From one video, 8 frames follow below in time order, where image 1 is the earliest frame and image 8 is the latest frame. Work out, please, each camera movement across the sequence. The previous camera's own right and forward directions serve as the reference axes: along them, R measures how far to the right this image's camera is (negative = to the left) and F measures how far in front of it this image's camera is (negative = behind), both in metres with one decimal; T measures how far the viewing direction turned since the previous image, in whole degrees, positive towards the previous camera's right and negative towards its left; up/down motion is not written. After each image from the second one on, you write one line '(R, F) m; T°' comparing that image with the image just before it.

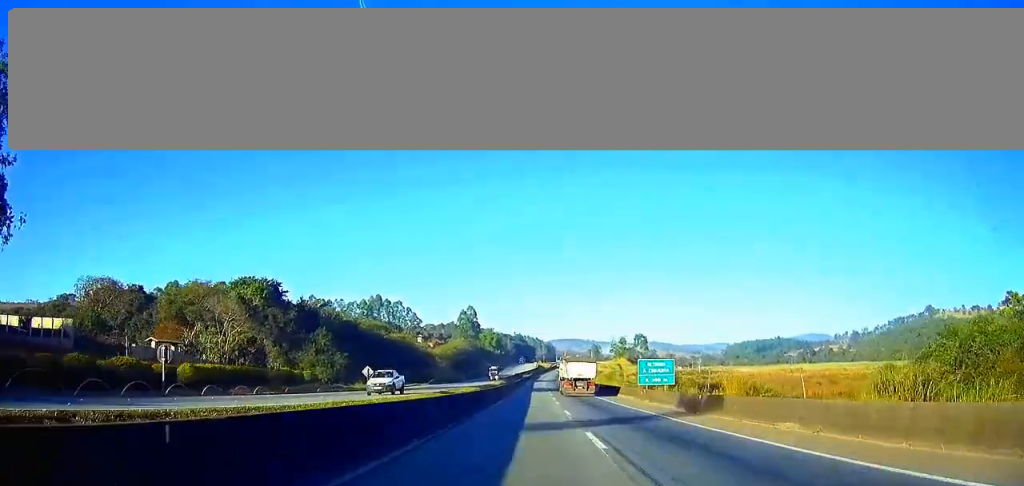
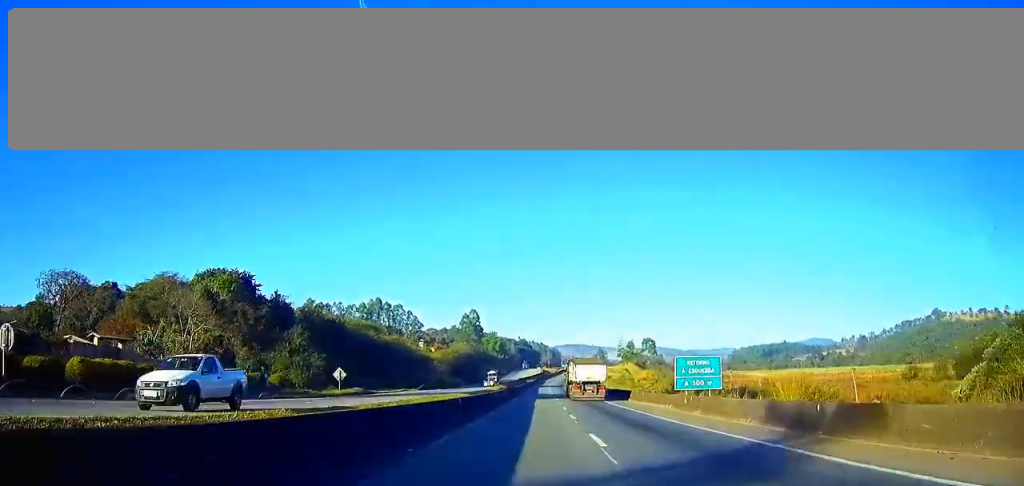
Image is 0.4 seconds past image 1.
(0.0, +13.2) m; 0°
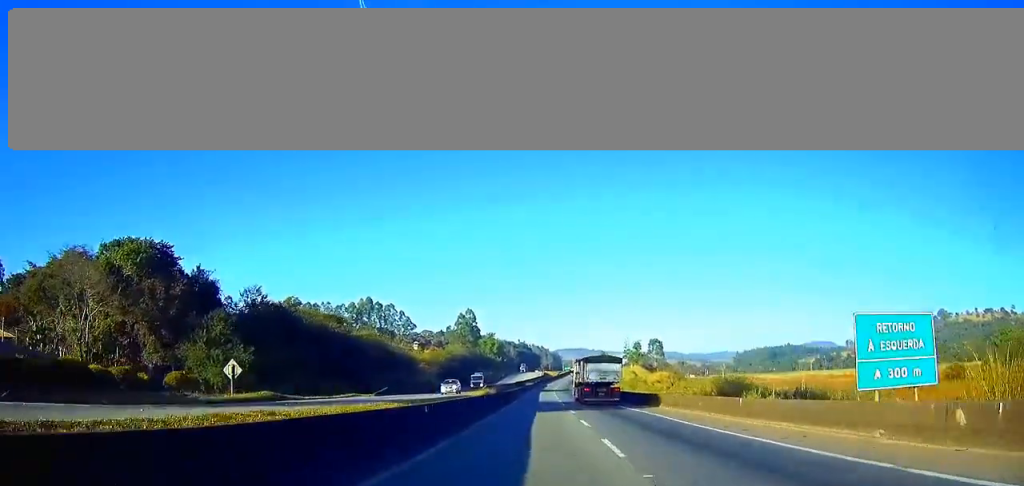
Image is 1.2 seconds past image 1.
(0.0, +24.5) m; 0°
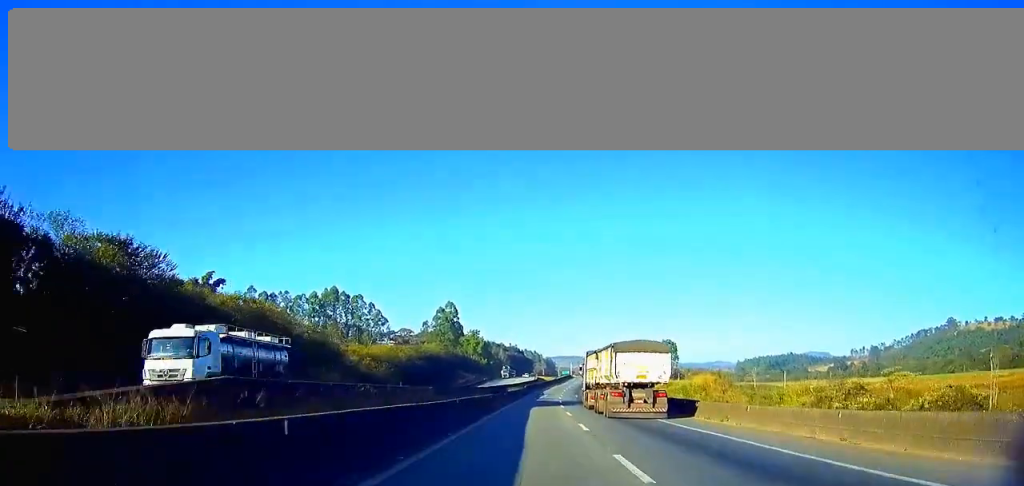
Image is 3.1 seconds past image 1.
(+0.2, +59.1) m; +1°
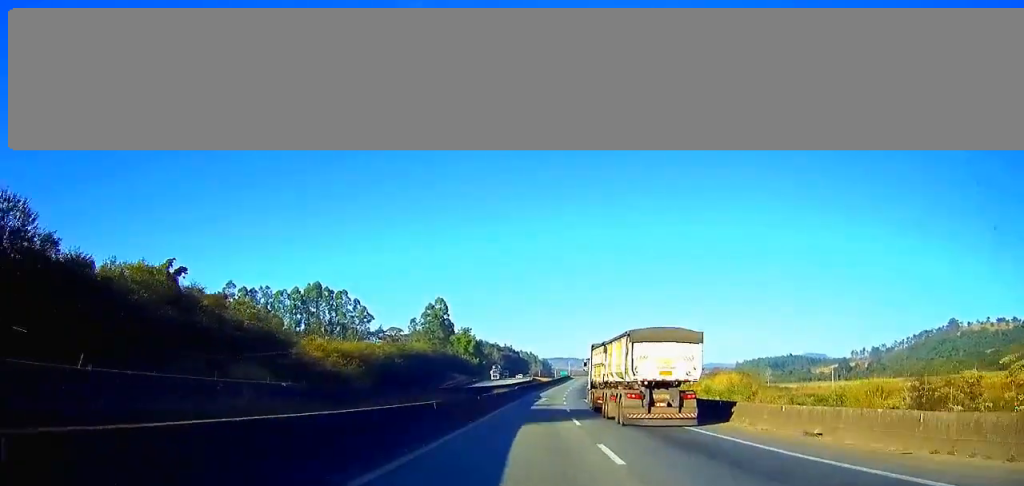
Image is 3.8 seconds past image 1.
(0.0, +21.0) m; +1°
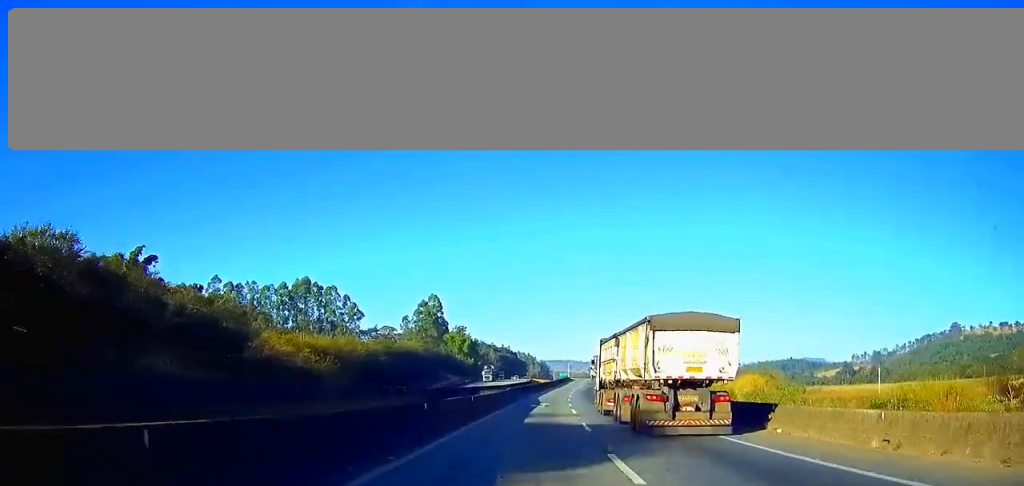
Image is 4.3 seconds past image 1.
(0.0, +14.6) m; 0°
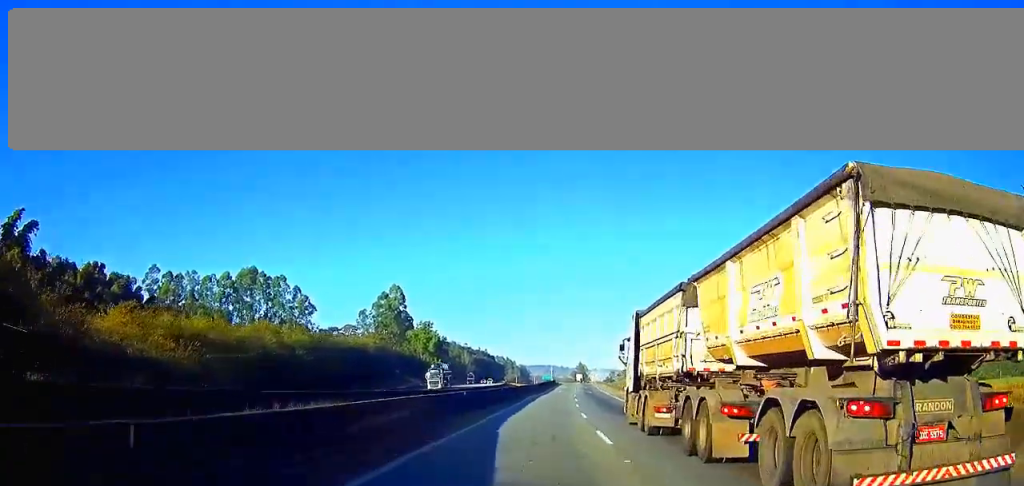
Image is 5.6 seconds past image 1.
(+0.5, +40.7) m; +1°
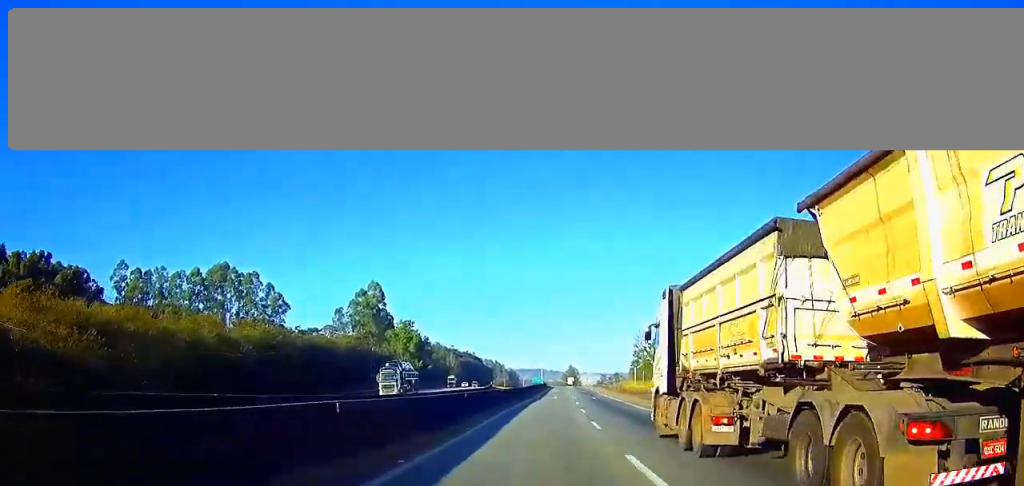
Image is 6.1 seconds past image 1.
(-0.1, +17.7) m; +1°
